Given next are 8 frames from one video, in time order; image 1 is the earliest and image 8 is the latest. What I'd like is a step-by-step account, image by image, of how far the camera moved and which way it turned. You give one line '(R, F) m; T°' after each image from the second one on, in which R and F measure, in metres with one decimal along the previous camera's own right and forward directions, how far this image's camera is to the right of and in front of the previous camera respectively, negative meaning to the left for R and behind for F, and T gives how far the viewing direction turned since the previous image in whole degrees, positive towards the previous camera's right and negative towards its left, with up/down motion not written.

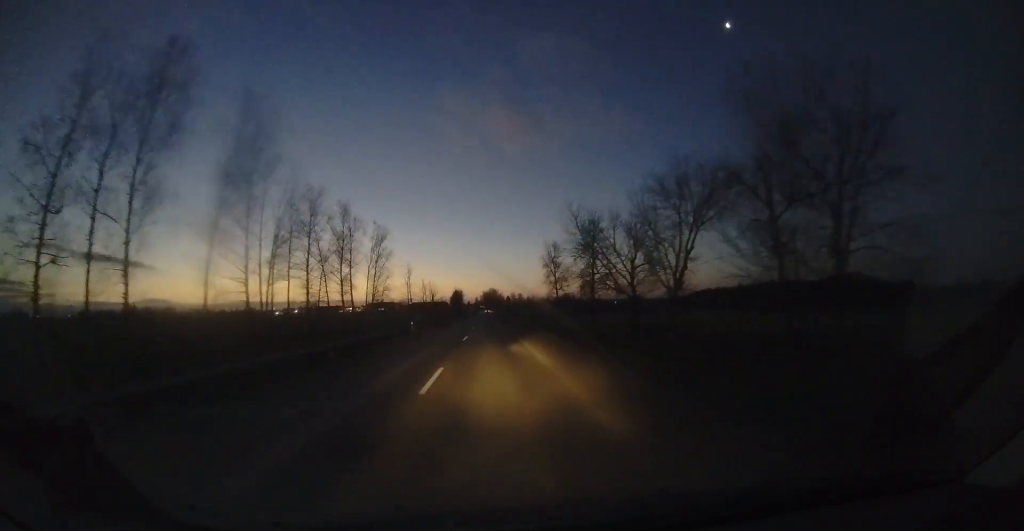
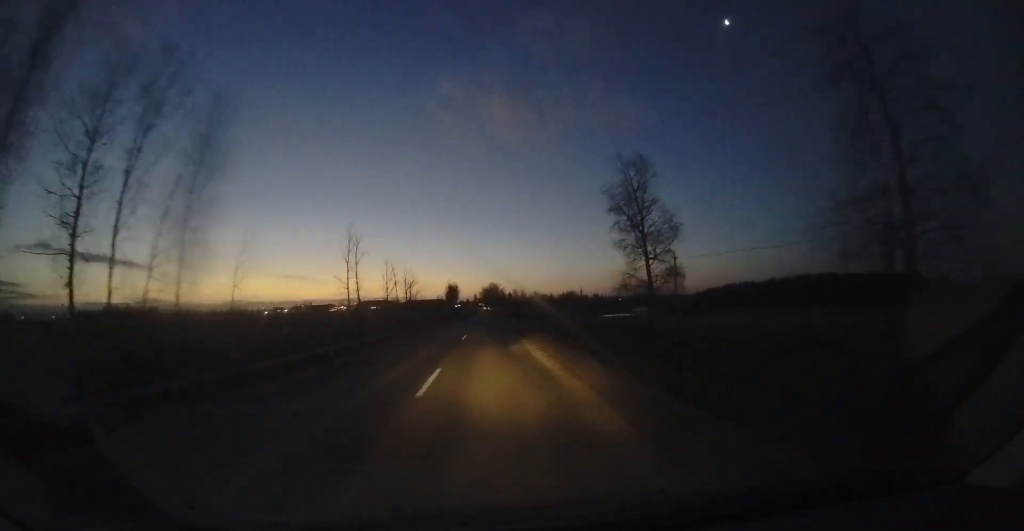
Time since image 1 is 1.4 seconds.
(-0.4, +34.8) m; 0°
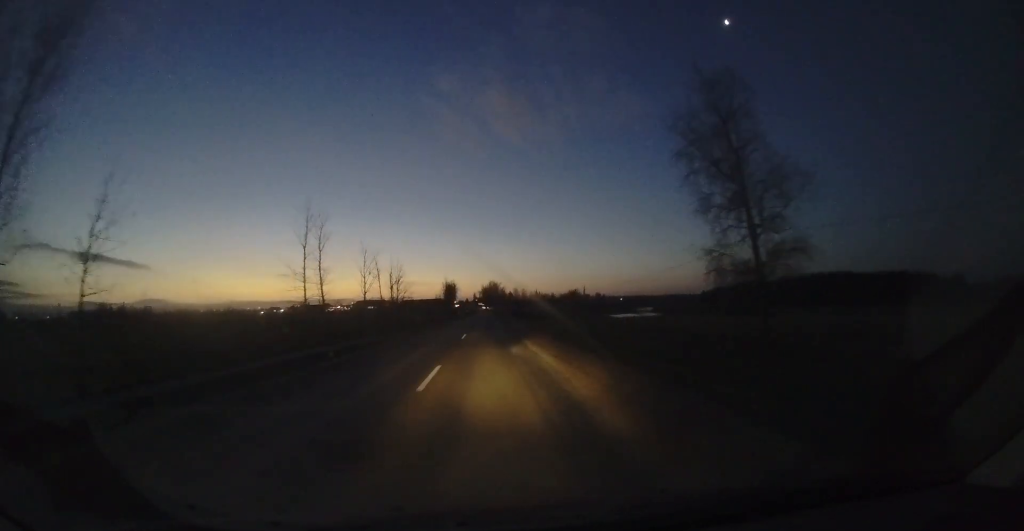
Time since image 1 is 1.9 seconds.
(+0.1, +11.5) m; 0°
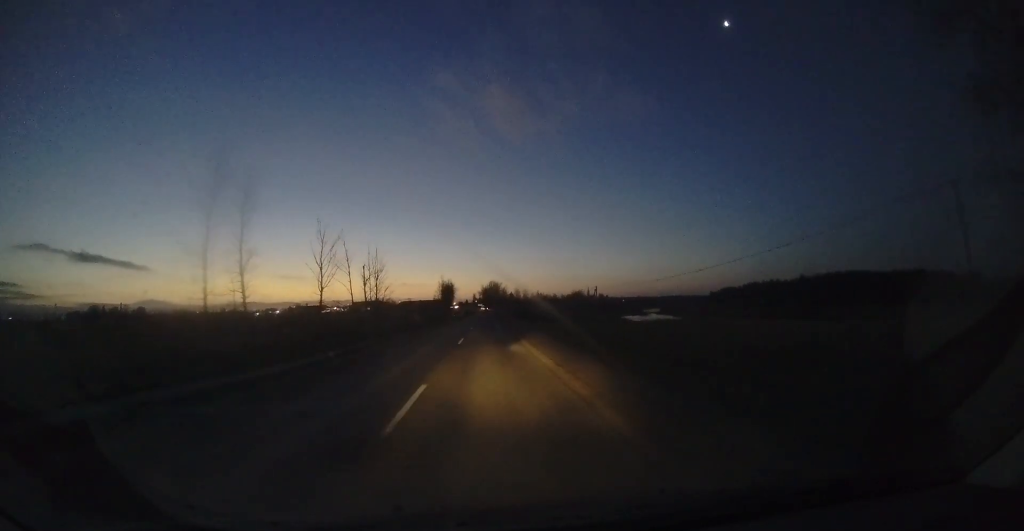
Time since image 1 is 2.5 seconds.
(-0.2, +13.9) m; 0°
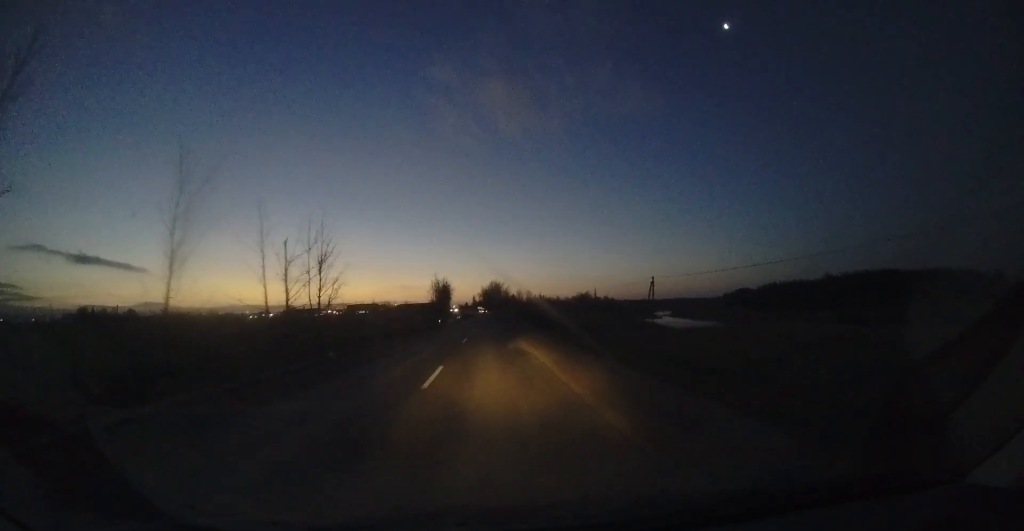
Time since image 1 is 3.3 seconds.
(0.0, +20.5) m; +1°
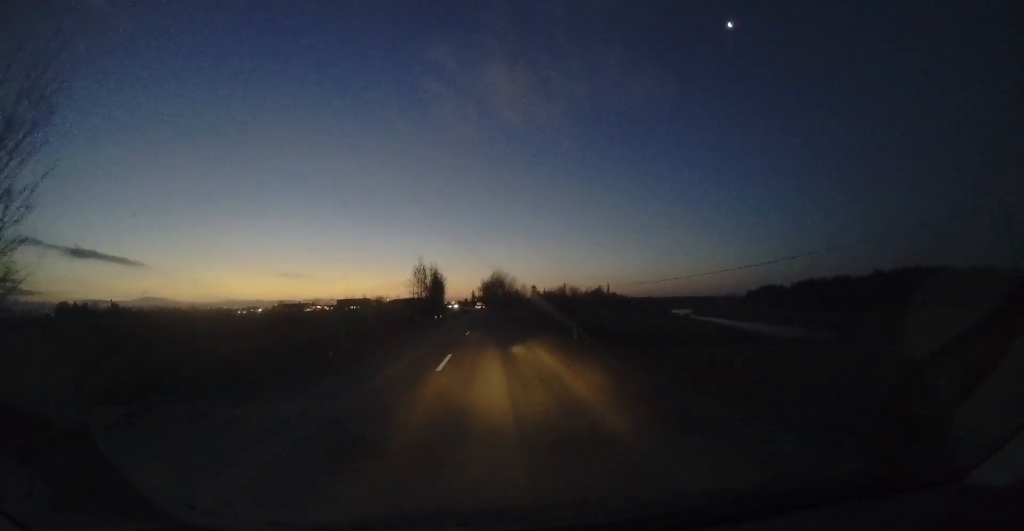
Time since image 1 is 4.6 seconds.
(+0.4, +33.0) m; 0°
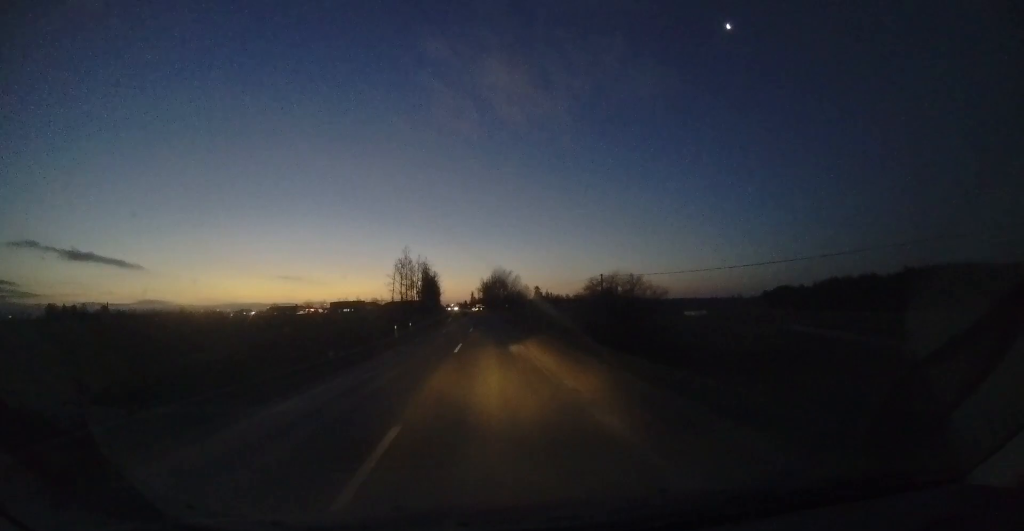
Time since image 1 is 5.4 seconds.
(-0.1, +18.8) m; -1°
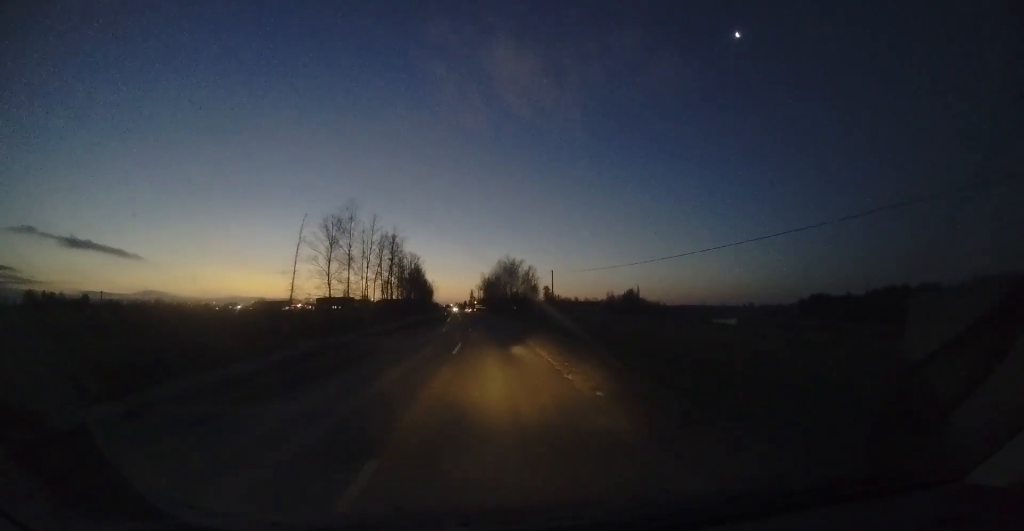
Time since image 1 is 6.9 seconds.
(-0.5, +36.5) m; -1°
